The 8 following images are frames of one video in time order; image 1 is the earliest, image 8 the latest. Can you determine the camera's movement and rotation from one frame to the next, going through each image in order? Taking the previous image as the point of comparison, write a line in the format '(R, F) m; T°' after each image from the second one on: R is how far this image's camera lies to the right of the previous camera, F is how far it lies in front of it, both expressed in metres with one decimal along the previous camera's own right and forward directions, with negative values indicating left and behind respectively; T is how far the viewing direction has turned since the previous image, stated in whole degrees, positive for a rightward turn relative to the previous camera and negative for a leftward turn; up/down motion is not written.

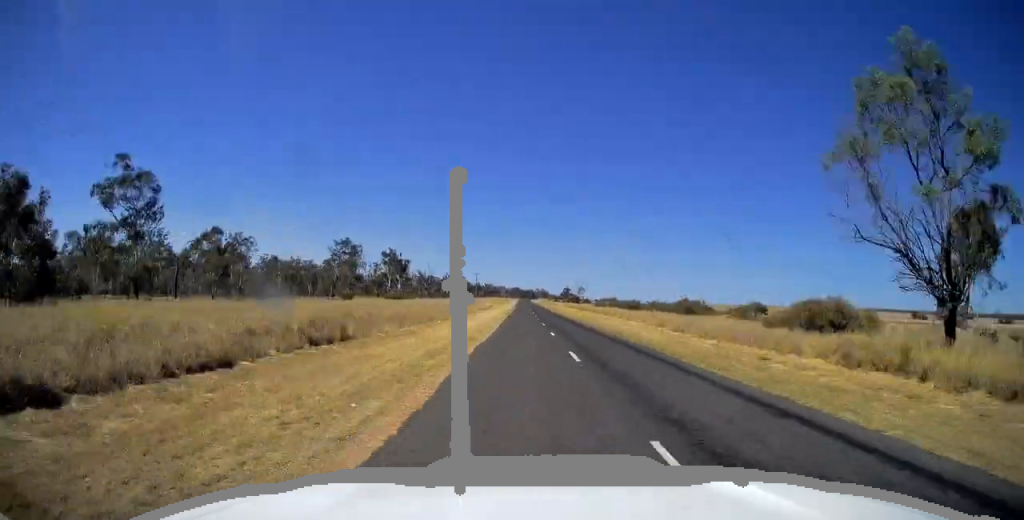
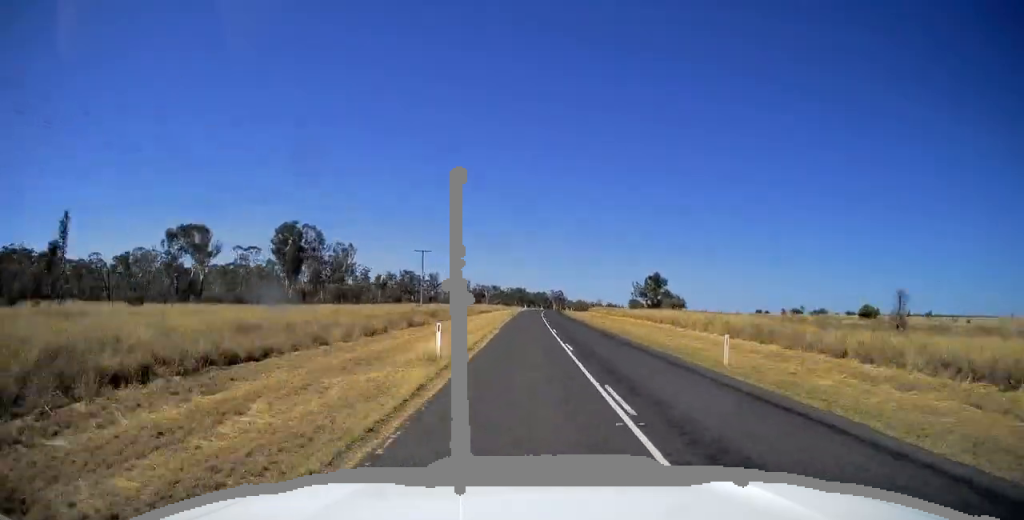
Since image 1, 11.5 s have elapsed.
(+1.0, +317.5) m; +4°
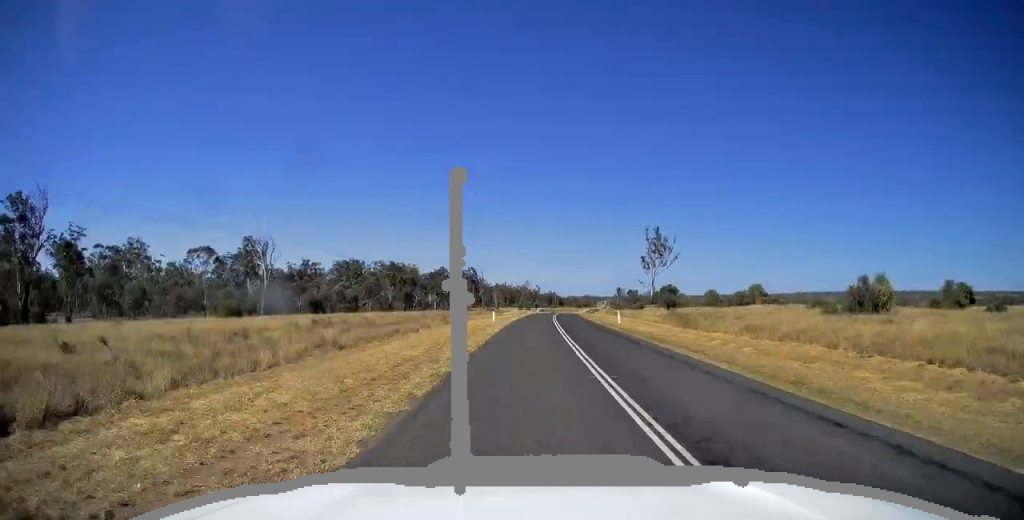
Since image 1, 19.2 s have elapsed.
(+12.3, +211.1) m; +7°
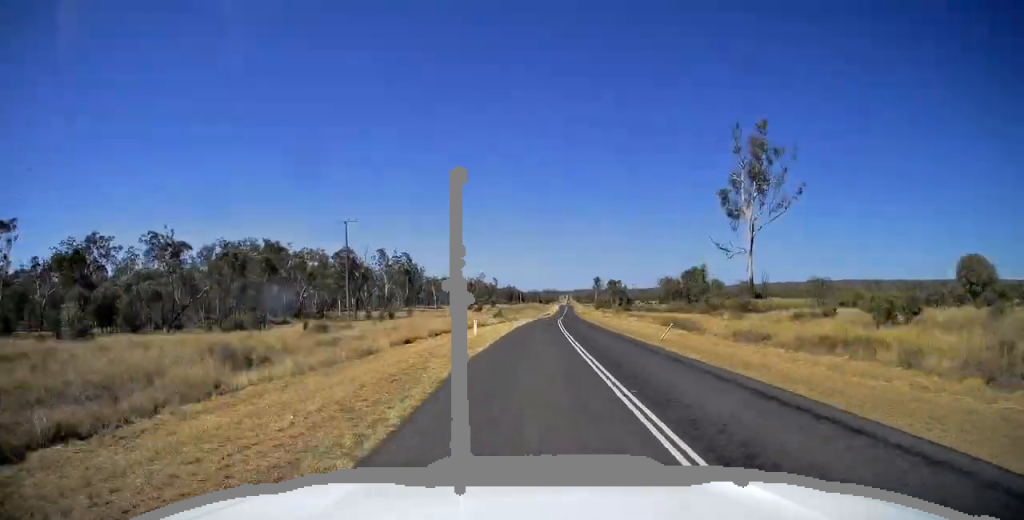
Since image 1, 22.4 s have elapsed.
(+1.7, +88.1) m; +2°
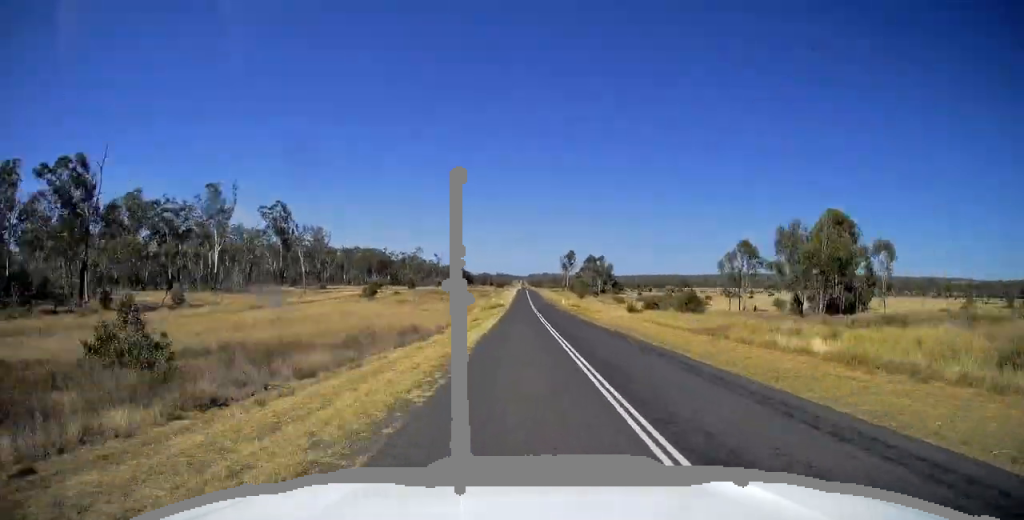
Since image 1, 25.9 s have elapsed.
(+5.1, +97.0) m; +2°
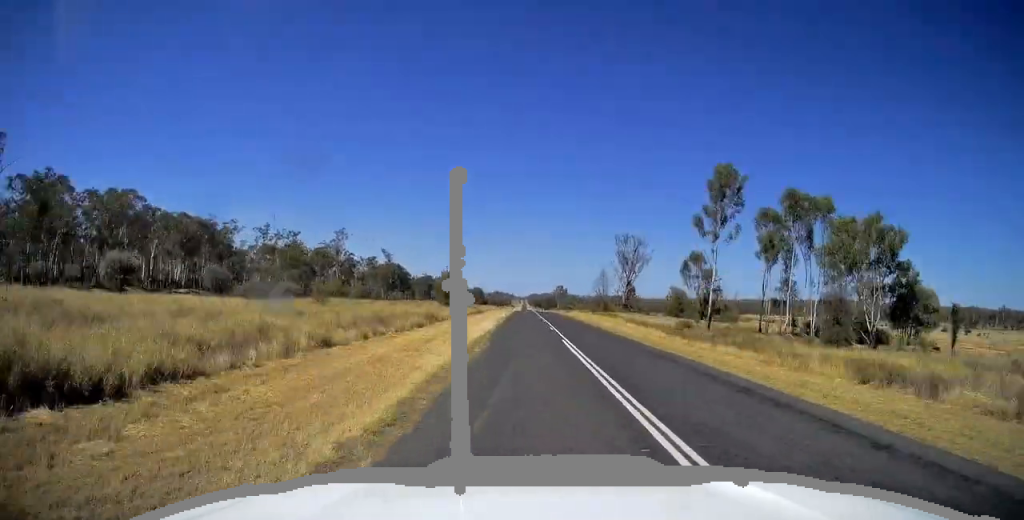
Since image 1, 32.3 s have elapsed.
(+4.5, +176.5) m; +2°
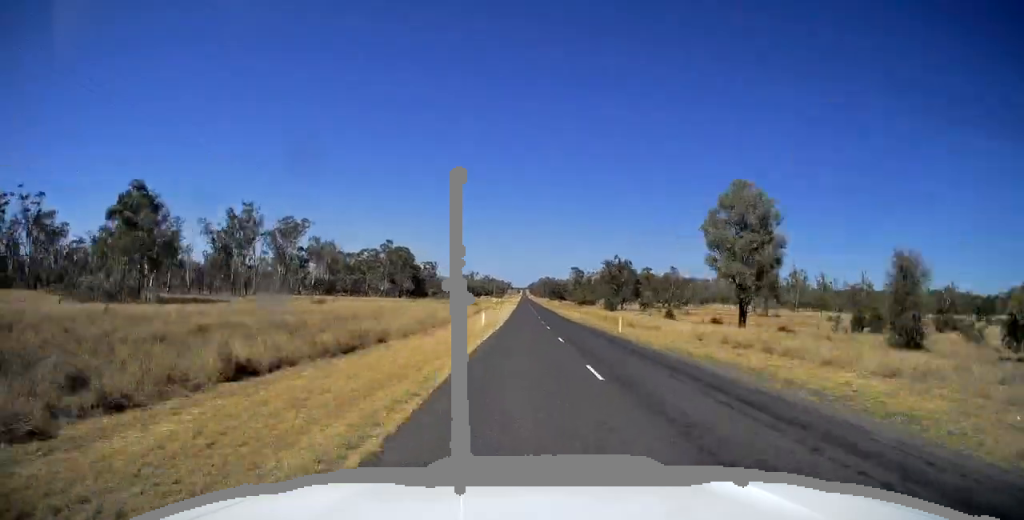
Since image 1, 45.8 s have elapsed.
(+1.1, +370.7) m; 0°
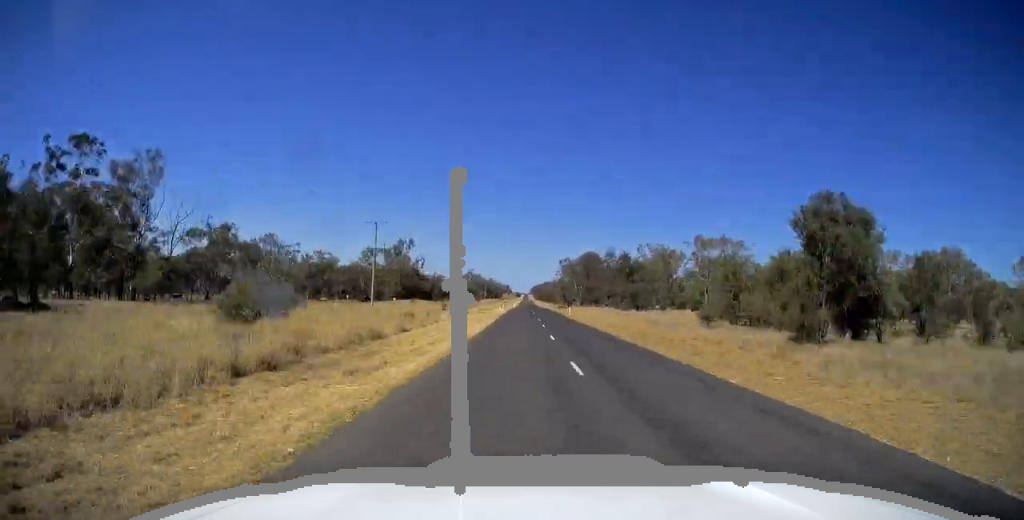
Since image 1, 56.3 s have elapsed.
(-0.6, +291.2) m; 0°
